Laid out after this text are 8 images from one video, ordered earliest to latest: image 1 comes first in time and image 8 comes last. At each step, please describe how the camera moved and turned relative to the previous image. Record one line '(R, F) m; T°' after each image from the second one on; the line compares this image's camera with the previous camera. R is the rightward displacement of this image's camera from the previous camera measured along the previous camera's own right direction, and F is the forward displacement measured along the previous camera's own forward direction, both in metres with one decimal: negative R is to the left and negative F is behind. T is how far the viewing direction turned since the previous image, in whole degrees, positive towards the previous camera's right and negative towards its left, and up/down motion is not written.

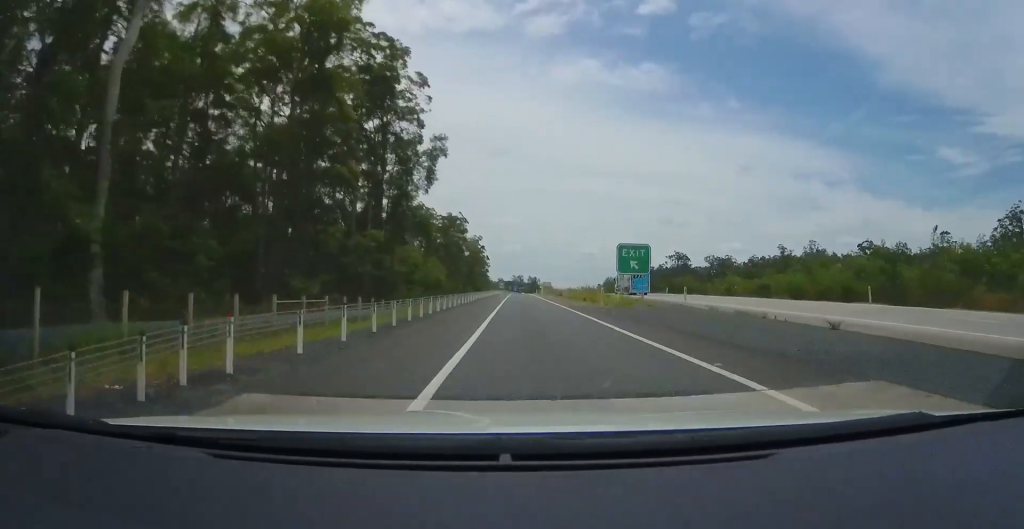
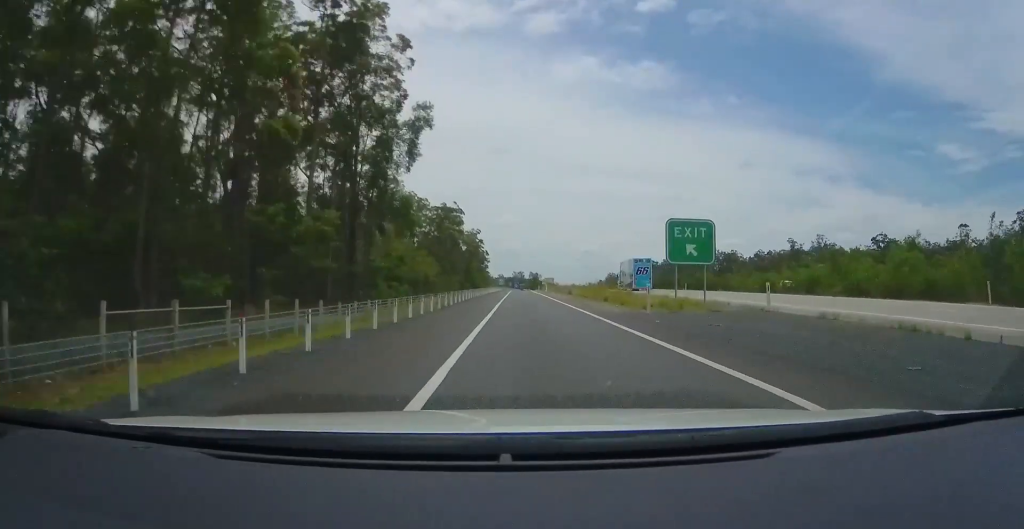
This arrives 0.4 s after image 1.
(+0.1, +9.8) m; 0°
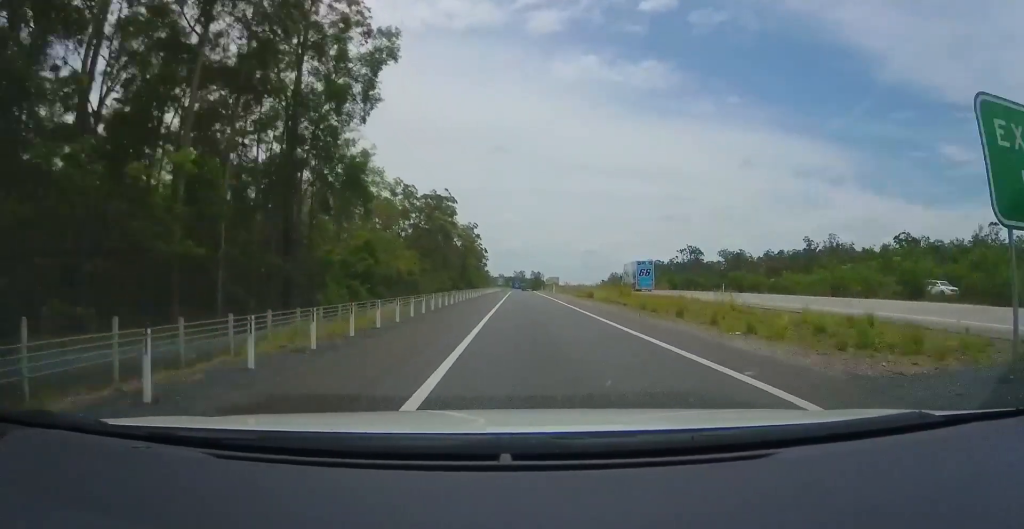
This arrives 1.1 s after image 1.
(-0.3, +14.0) m; 0°
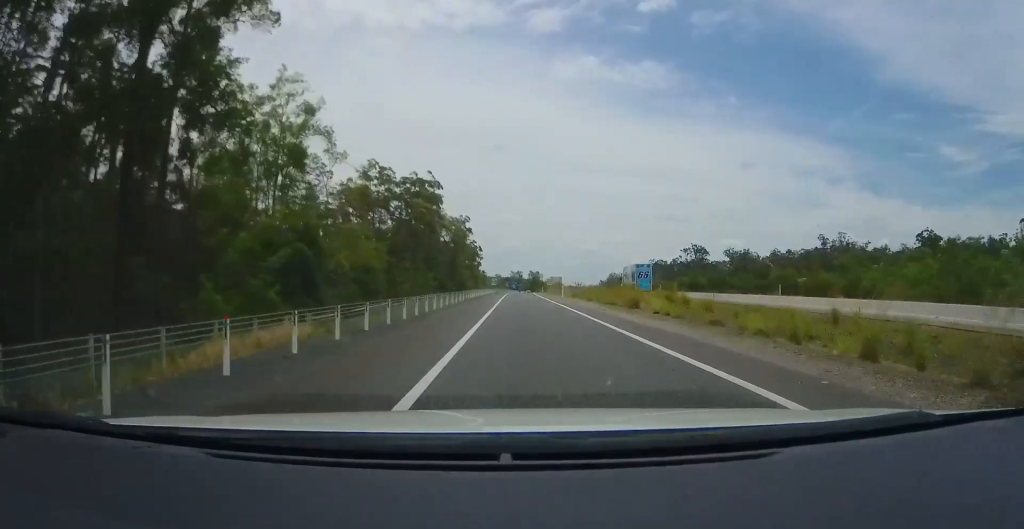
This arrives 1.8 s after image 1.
(0.0, +16.2) m; 0°
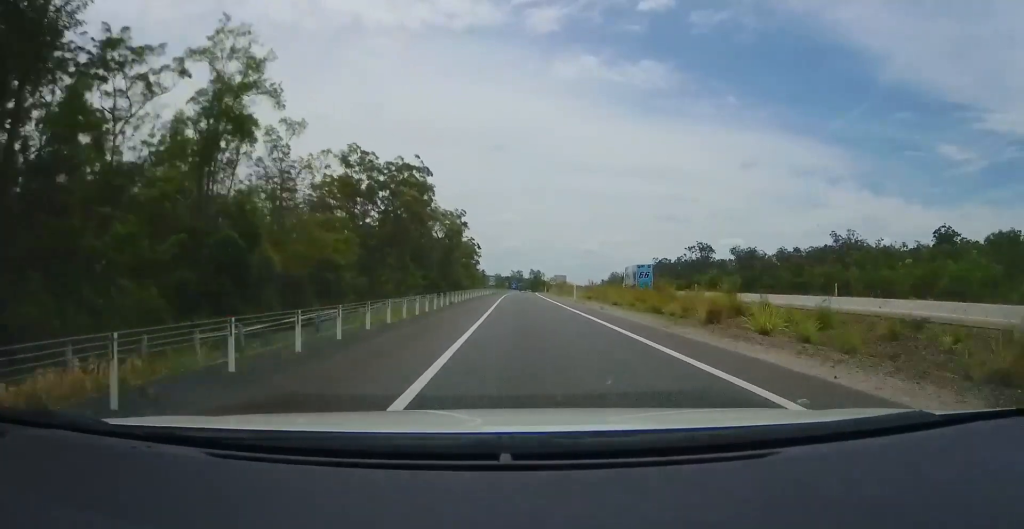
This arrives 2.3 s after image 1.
(+0.2, +9.2) m; 0°
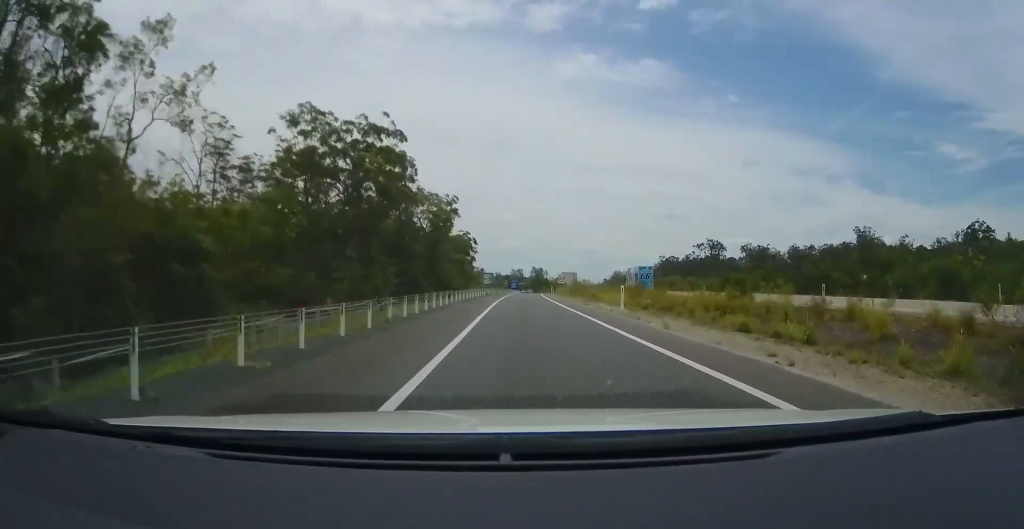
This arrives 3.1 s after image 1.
(-0.2, +17.1) m; 0°
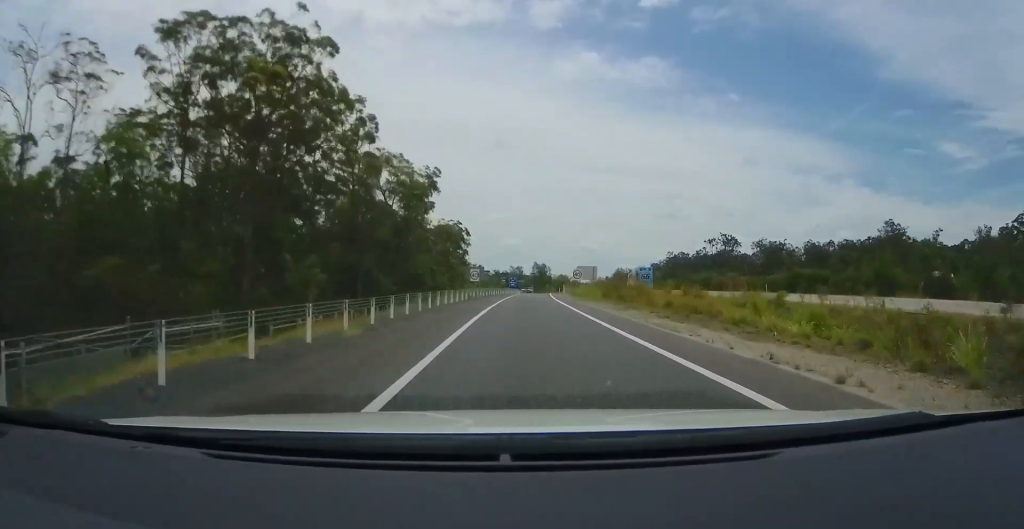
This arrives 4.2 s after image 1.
(+0.2, +22.0) m; +1°
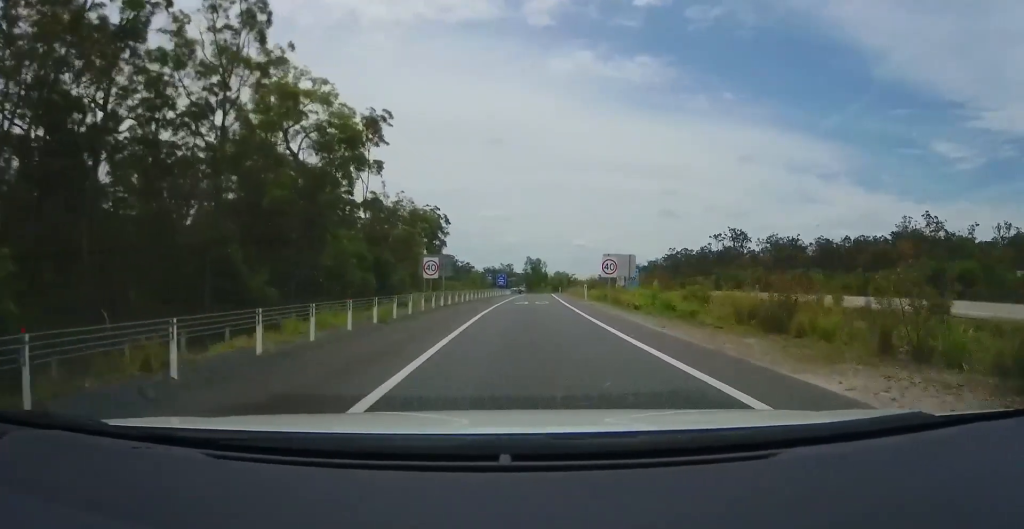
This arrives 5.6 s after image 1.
(+0.2, +25.4) m; +1°
